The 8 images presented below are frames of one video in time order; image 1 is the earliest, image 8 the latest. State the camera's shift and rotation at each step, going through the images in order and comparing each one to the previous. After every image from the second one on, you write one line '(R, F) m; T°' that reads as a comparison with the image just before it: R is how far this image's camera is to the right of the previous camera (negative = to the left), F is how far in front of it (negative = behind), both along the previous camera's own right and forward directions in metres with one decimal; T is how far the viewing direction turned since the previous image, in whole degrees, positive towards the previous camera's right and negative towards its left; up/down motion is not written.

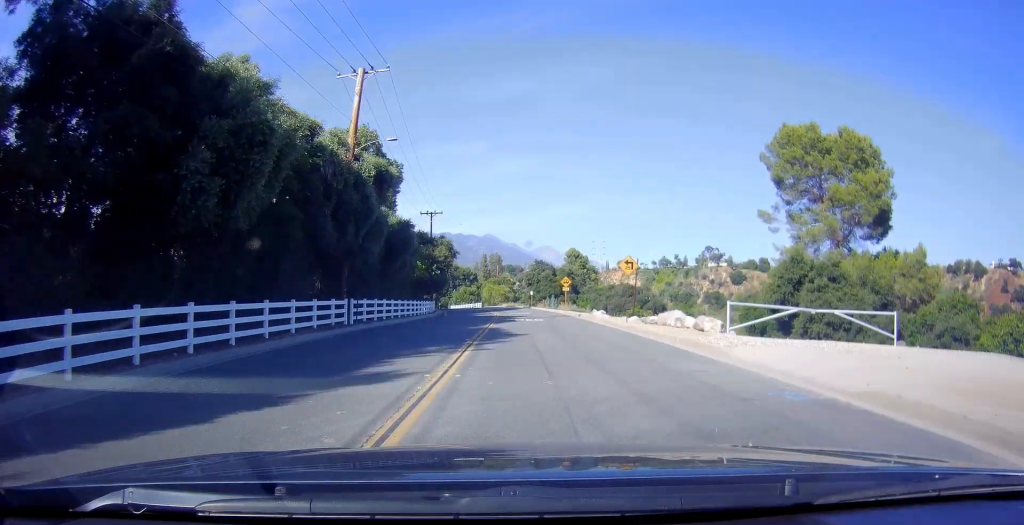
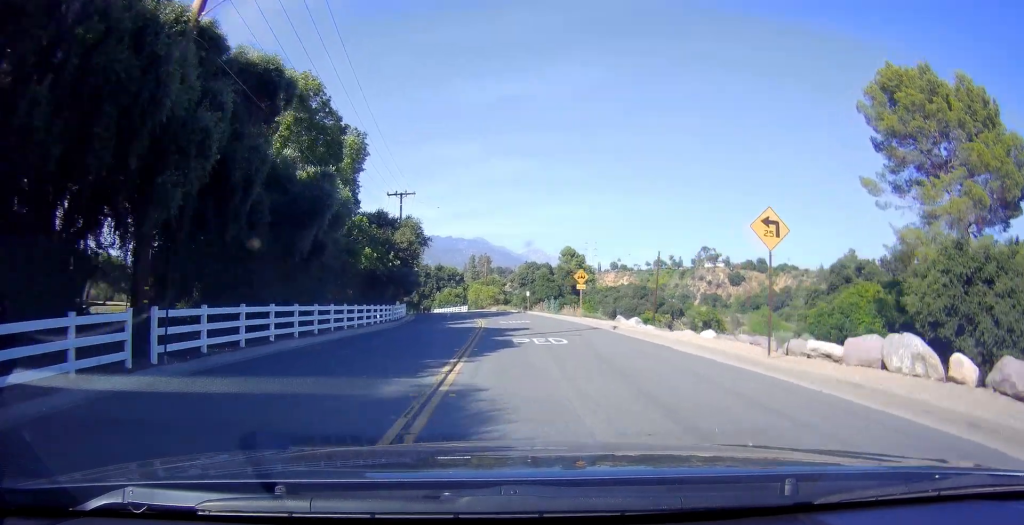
(0.0, +17.2) m; -1°
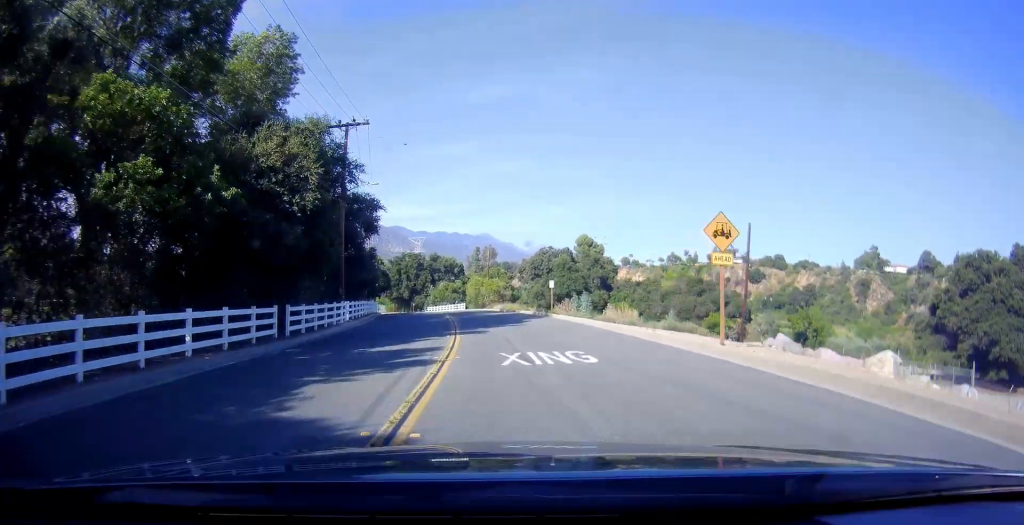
(0.0, +25.2) m; +1°
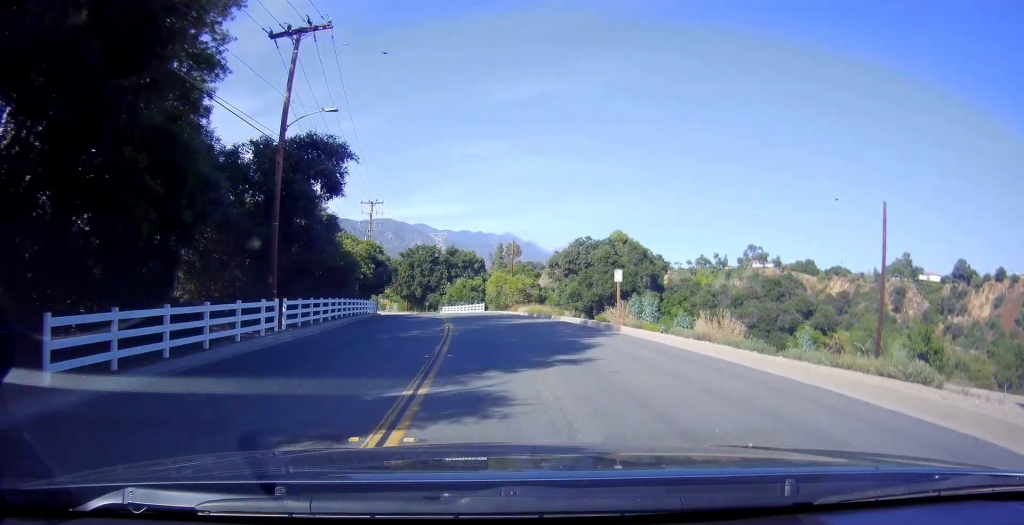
(+0.3, +15.4) m; -2°
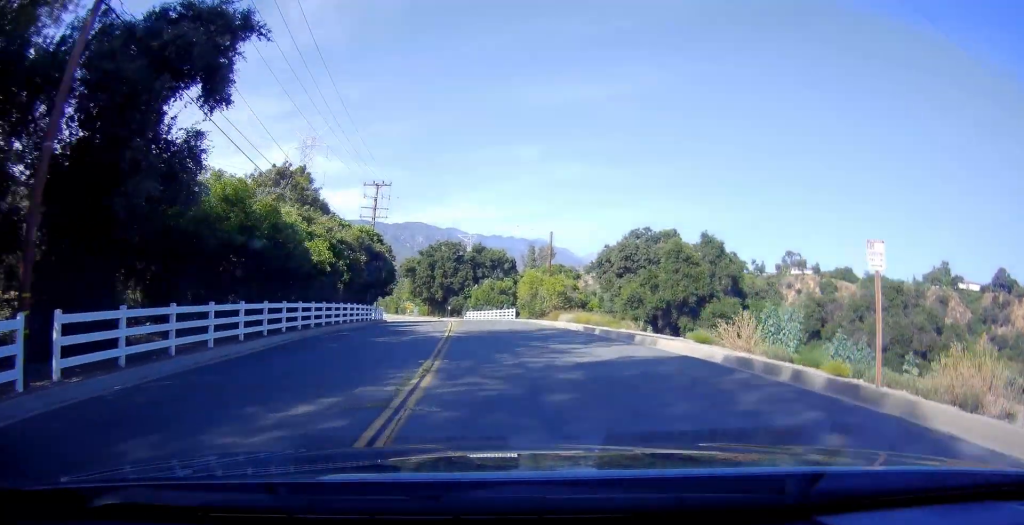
(-0.7, +15.3) m; -4°
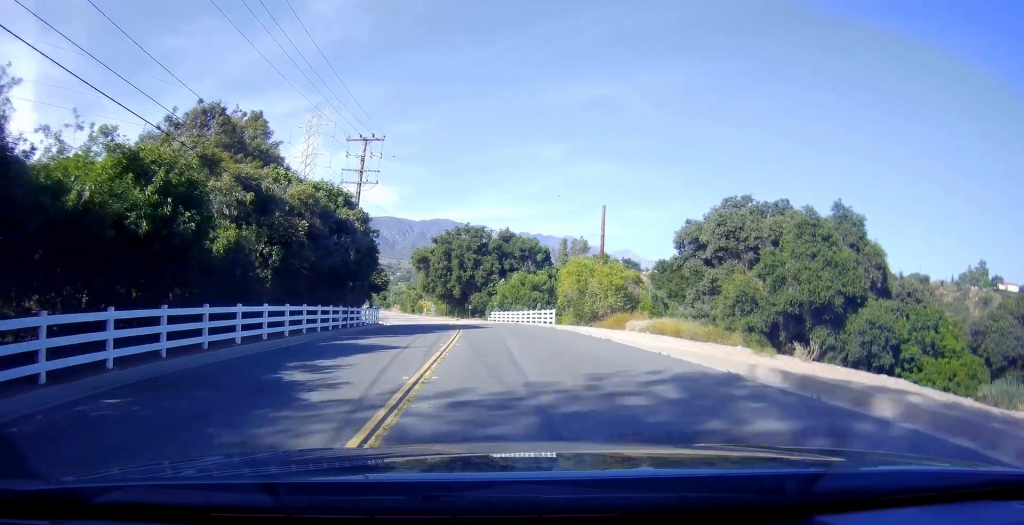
(-0.5, +17.8) m; -2°
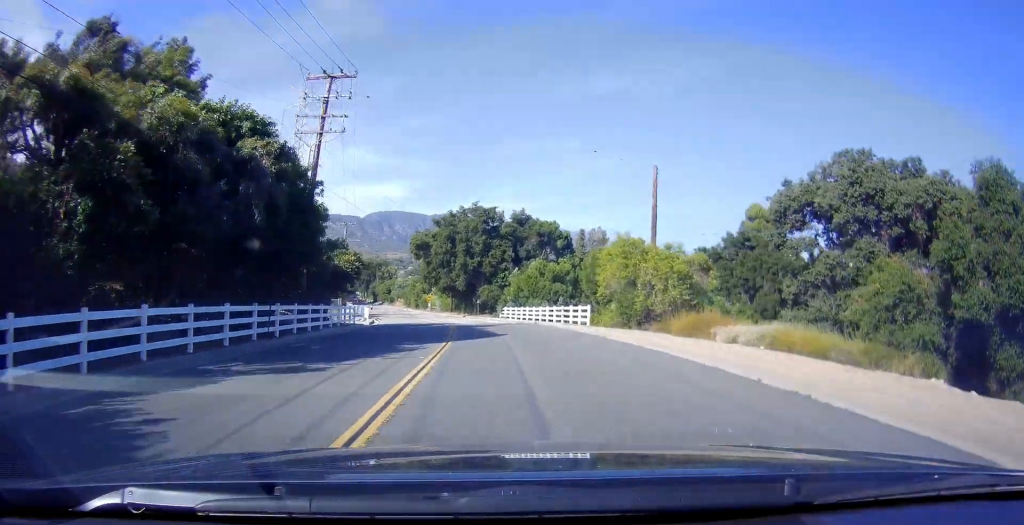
(0.0, +13.5) m; -1°
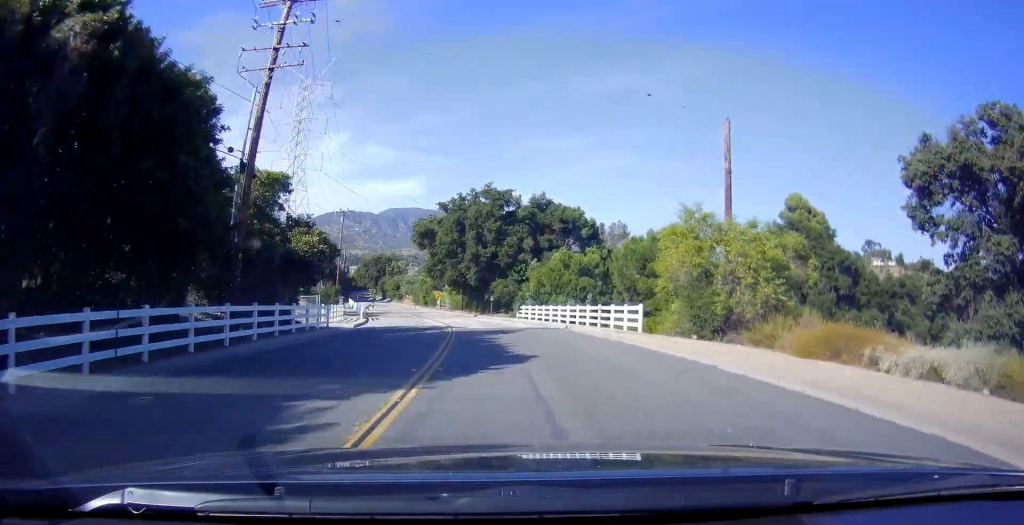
(-0.2, +9.8) m; -2°
